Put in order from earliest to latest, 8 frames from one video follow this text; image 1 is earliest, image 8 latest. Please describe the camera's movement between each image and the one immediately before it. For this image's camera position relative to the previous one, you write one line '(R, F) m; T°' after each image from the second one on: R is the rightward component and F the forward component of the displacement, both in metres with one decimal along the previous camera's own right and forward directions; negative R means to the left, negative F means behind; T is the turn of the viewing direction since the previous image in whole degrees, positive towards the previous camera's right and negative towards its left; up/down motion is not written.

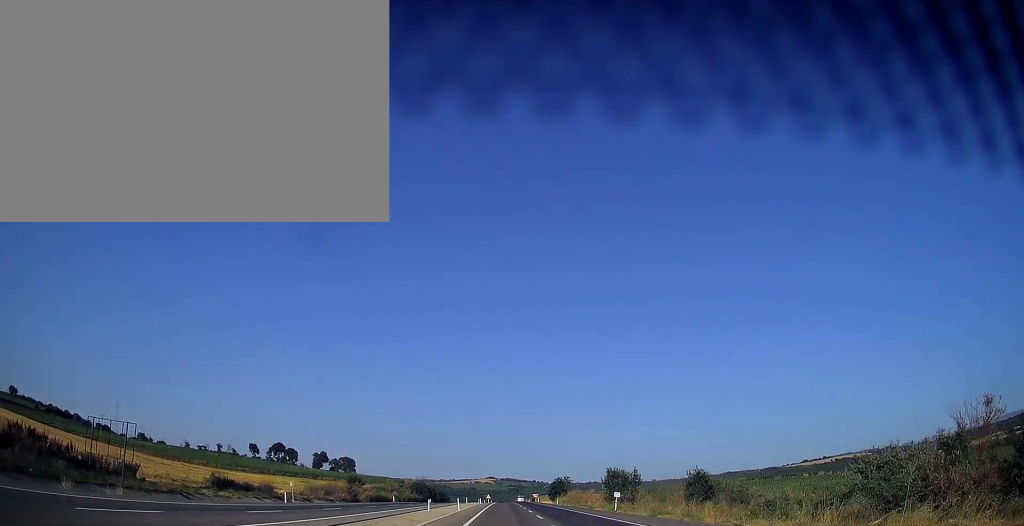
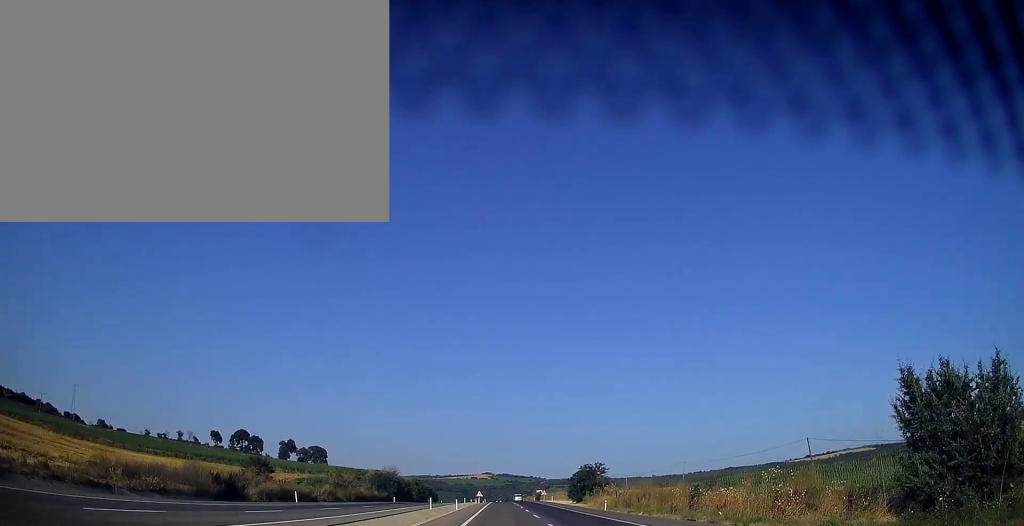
(+0.2, +47.2) m; +1°
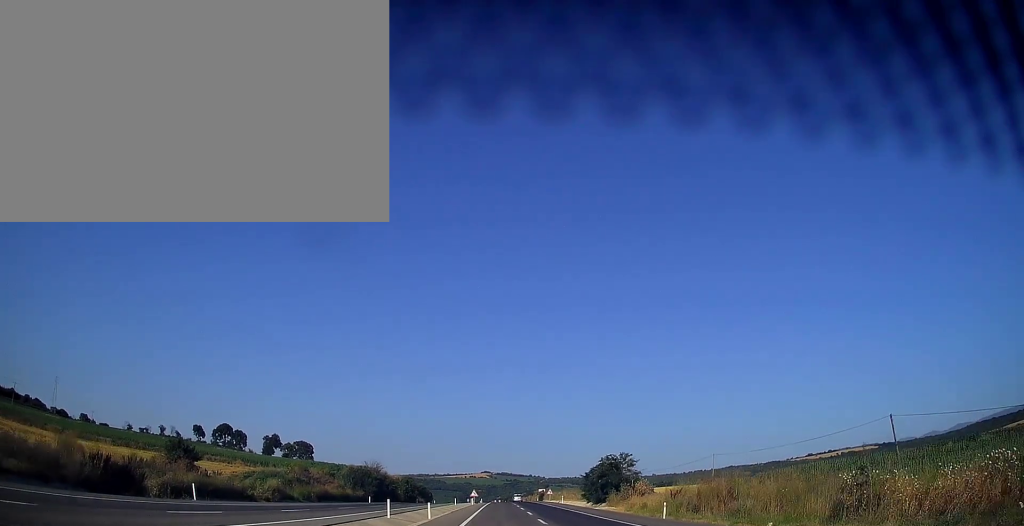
(0.0, +17.7) m; 0°
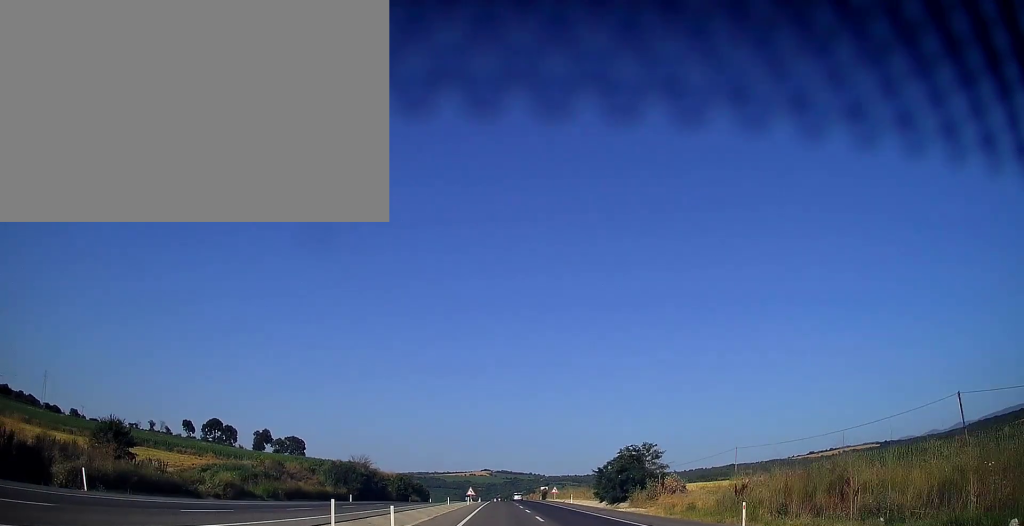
(0.0, +11.8) m; 0°
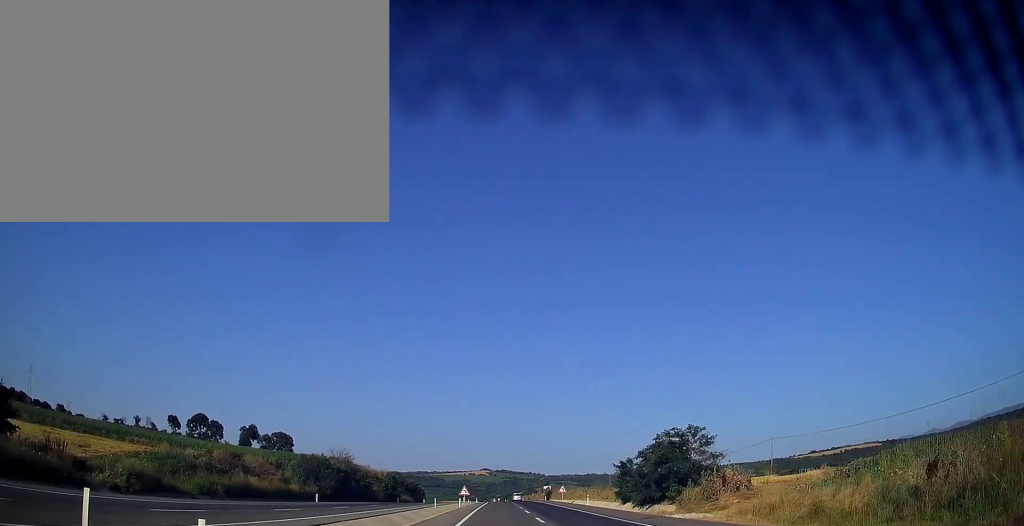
(0.0, +13.8) m; 0°
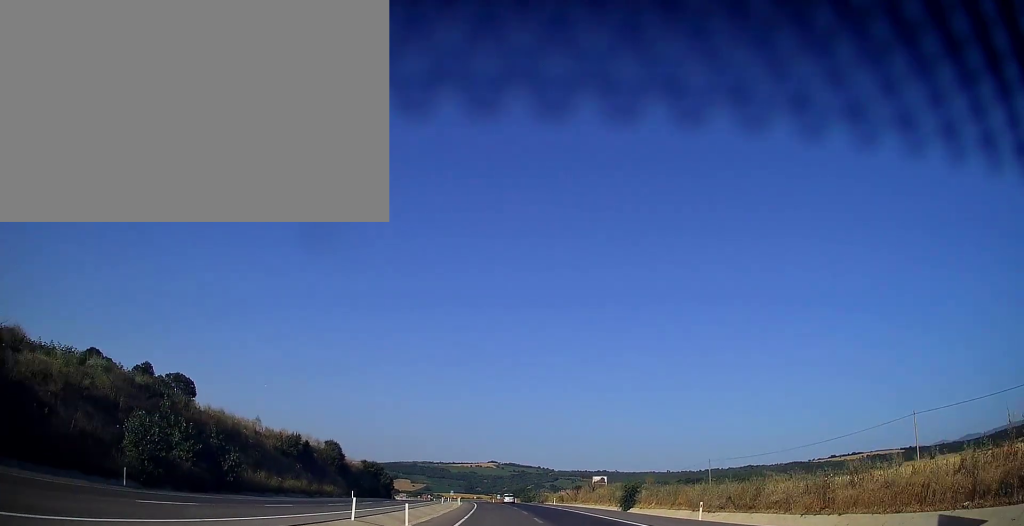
(-0.5, +83.6) m; -1°
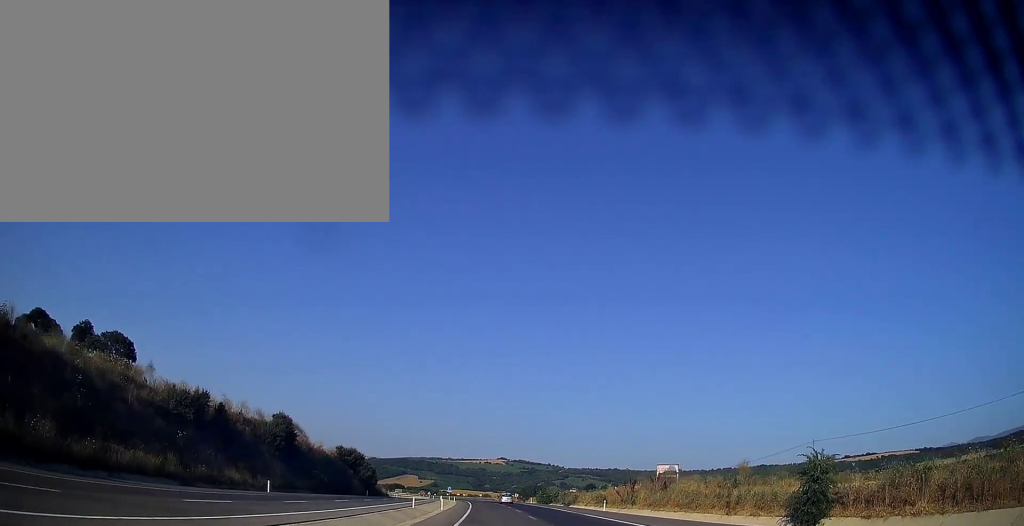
(0.0, +31.5) m; -1°
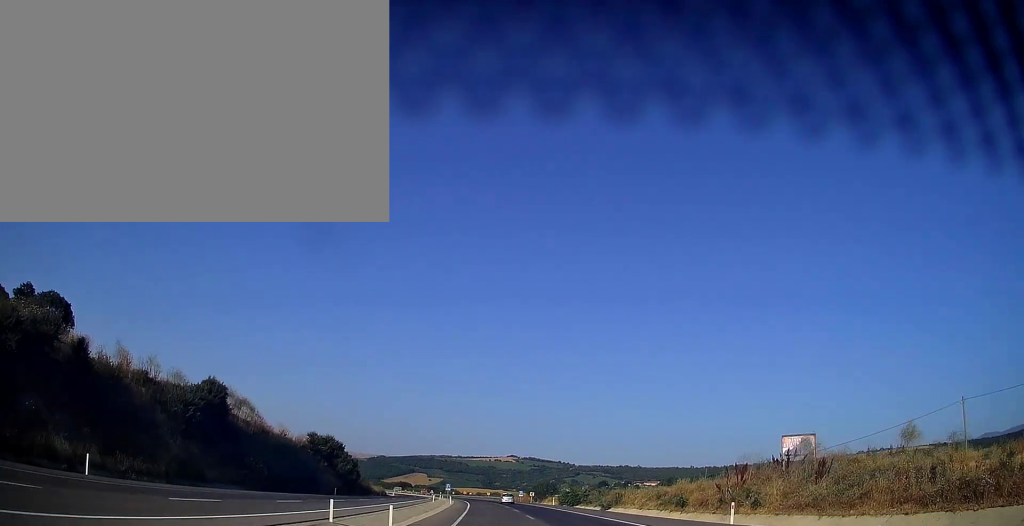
(-0.2, +24.6) m; -1°
